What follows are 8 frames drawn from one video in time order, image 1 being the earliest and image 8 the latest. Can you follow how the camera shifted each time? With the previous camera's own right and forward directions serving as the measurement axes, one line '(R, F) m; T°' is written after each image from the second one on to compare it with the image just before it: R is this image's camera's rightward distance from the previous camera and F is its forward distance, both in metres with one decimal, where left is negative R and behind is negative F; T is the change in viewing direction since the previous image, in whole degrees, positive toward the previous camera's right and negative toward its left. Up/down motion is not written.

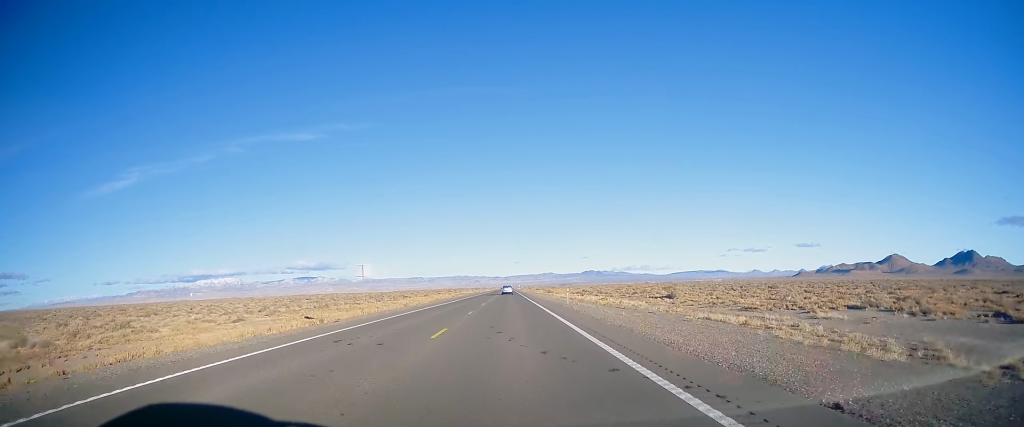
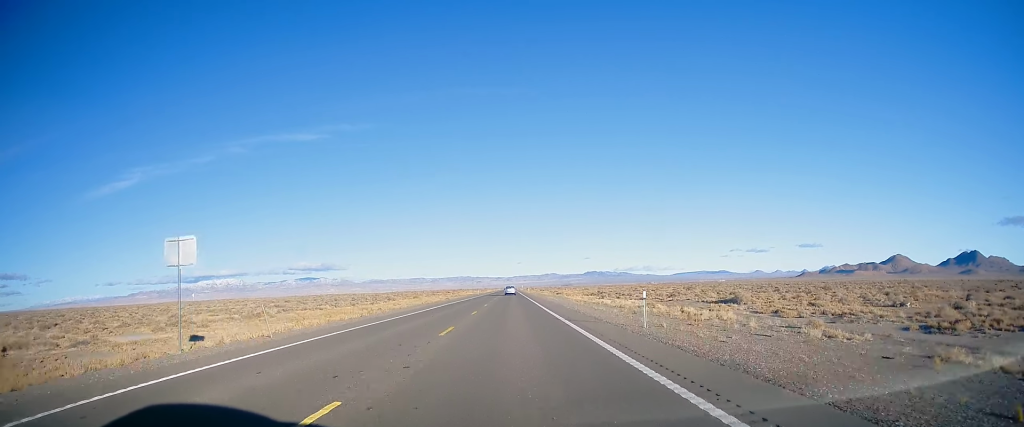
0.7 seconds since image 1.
(0.0, +23.1) m; 0°
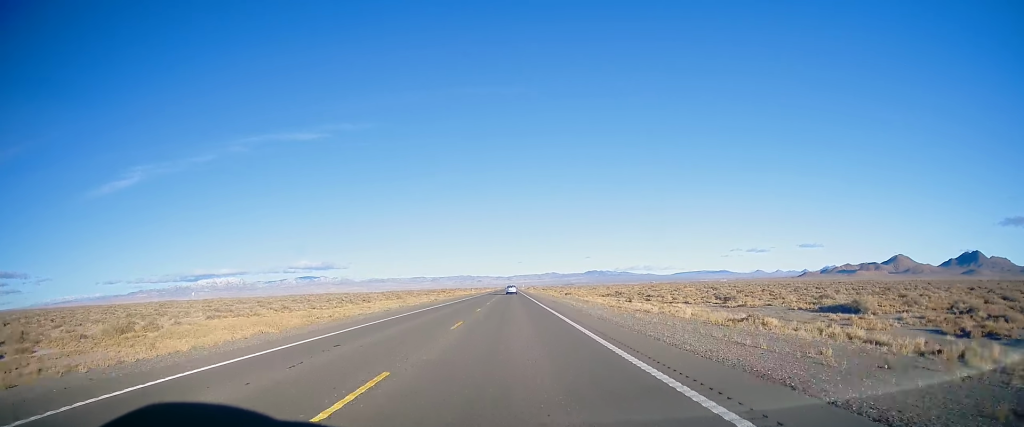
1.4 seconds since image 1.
(0.0, +22.1) m; 0°
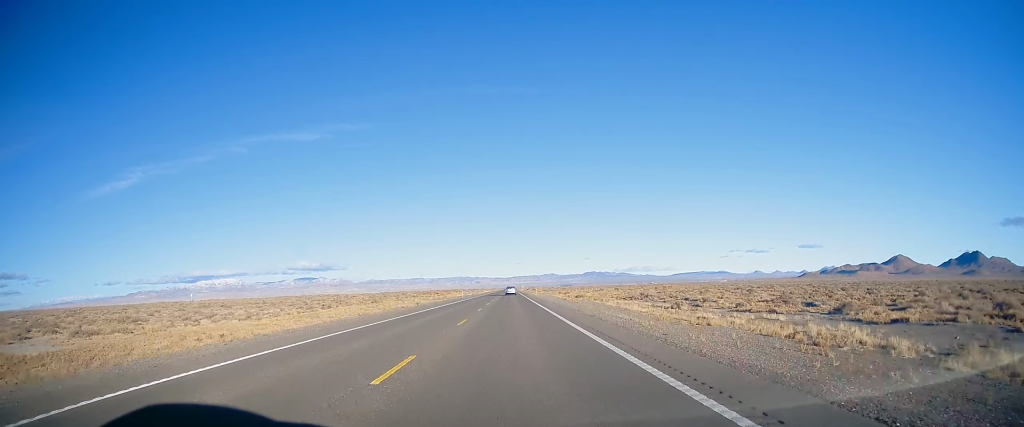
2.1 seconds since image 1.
(0.0, +22.1) m; 0°
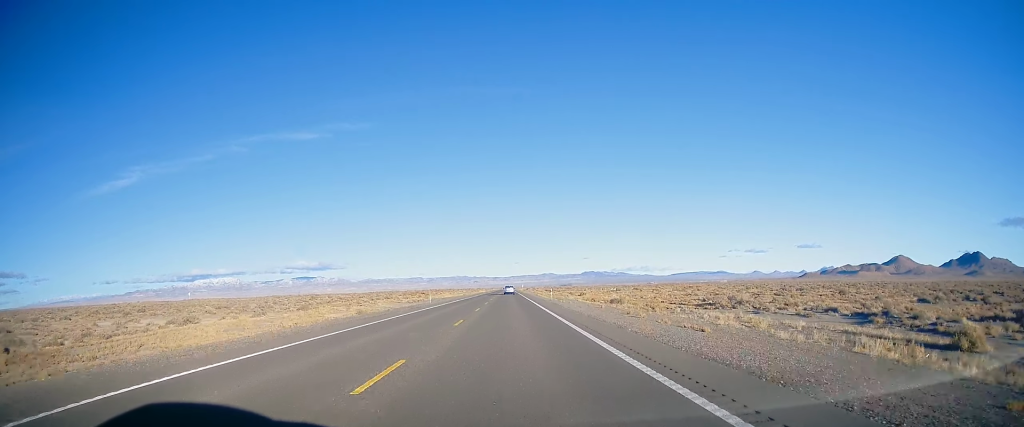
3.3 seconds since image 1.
(-0.1, +37.2) m; +1°
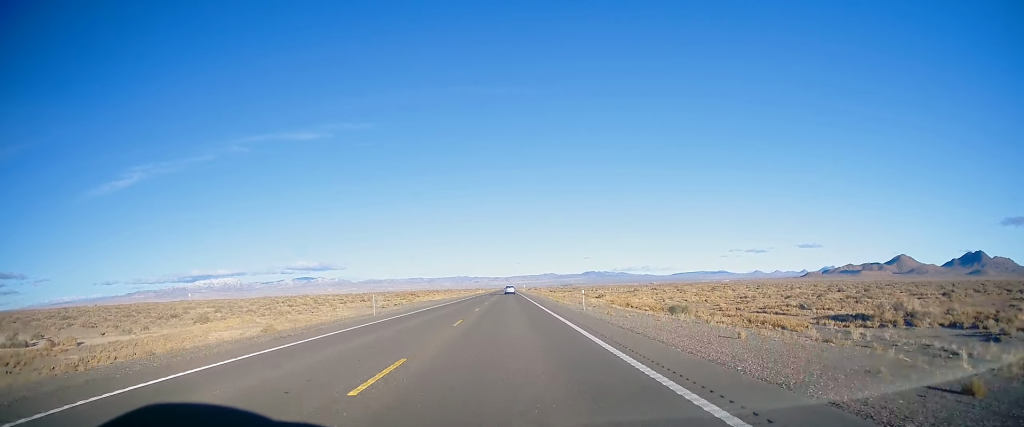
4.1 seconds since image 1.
(+0.3, +24.1) m; 0°
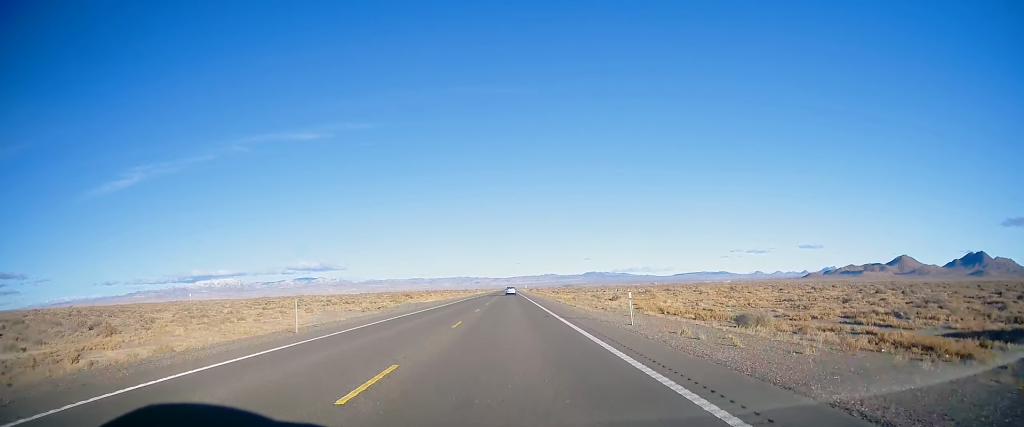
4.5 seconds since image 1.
(0.0, +12.7) m; 0°
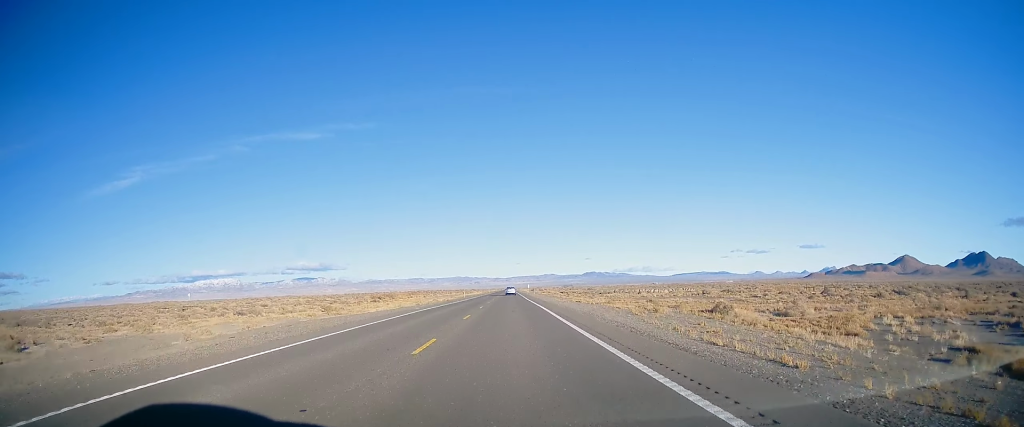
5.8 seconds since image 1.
(-0.5, +43.8) m; -1°
